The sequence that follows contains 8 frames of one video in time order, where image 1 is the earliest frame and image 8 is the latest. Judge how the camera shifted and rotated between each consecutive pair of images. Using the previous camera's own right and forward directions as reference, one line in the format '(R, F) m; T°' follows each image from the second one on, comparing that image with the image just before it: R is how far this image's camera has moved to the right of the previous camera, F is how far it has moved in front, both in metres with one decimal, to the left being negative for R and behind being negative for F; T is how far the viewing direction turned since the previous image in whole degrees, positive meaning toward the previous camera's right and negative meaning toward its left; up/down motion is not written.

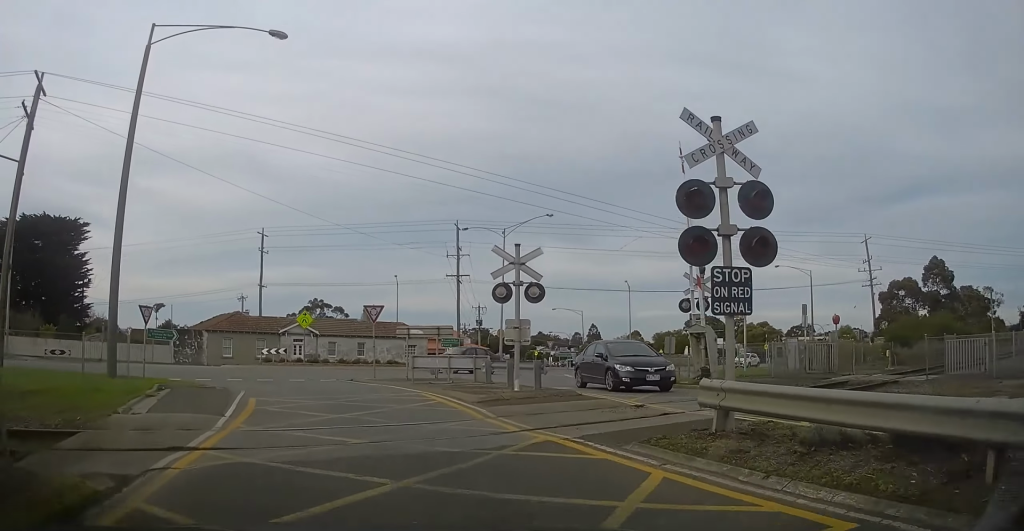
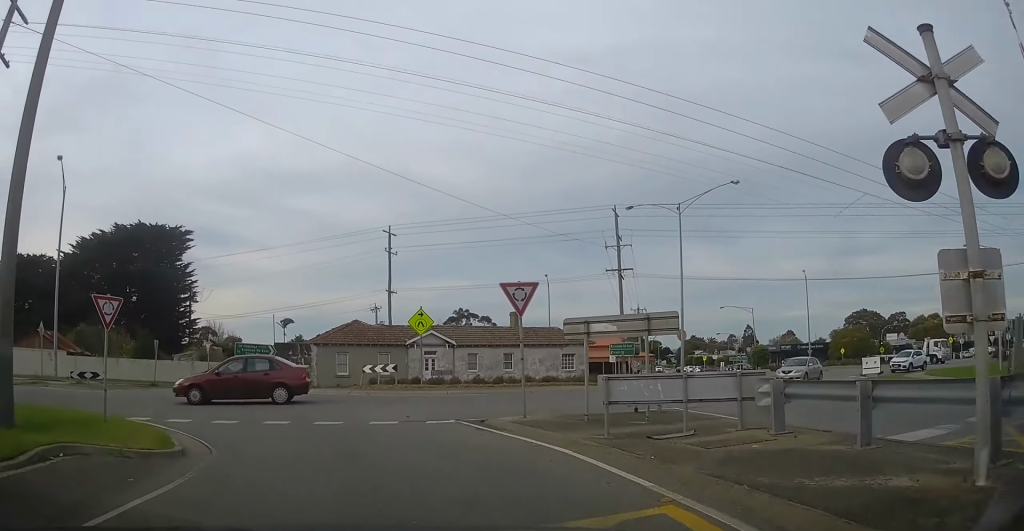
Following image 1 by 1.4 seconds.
(-1.2, +11.2) m; -14°
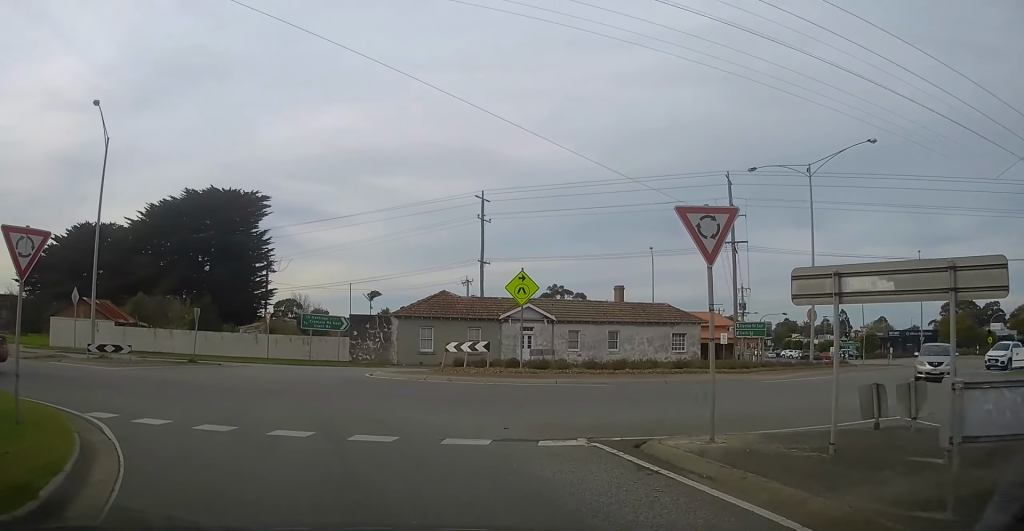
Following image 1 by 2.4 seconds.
(-0.5, +6.0) m; -8°
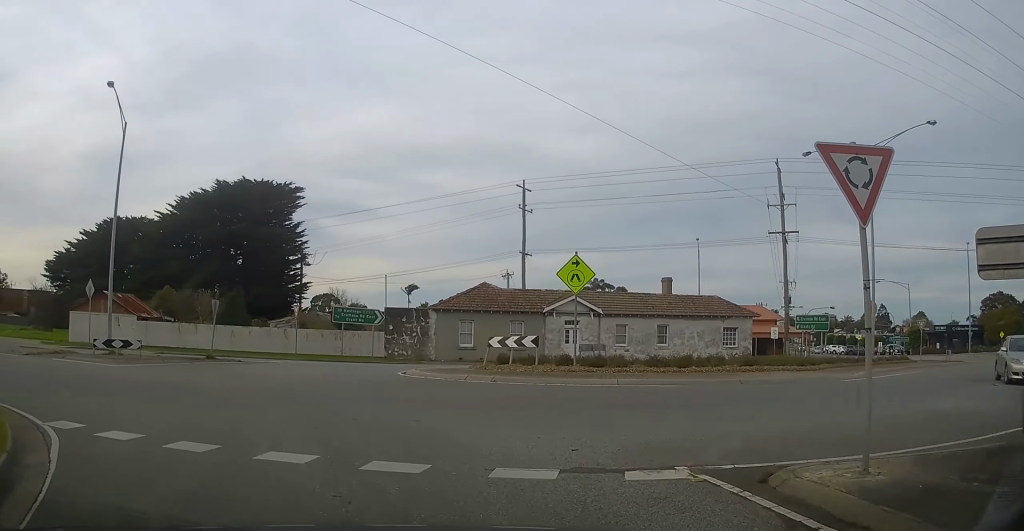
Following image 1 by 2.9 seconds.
(-0.1, +2.4) m; -4°
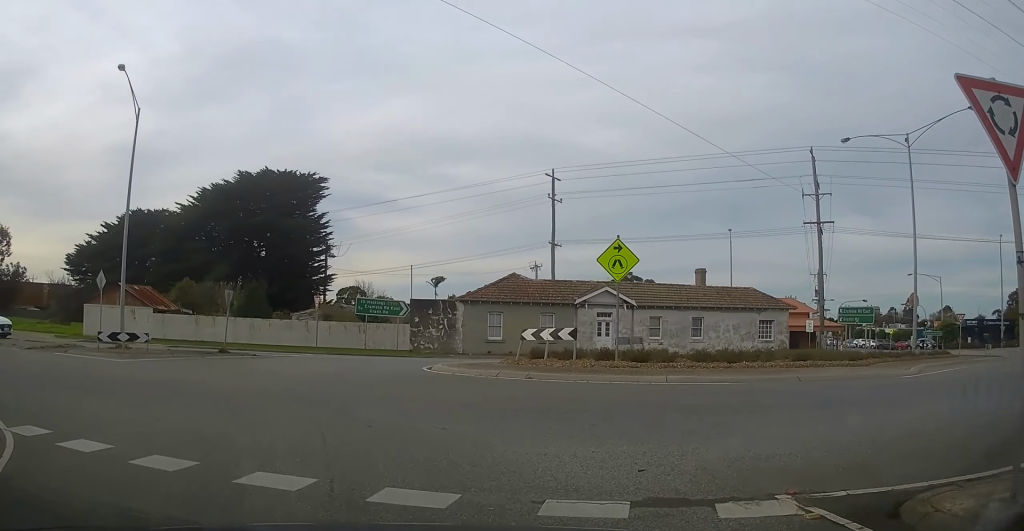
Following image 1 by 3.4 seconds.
(0.0, +1.9) m; -4°
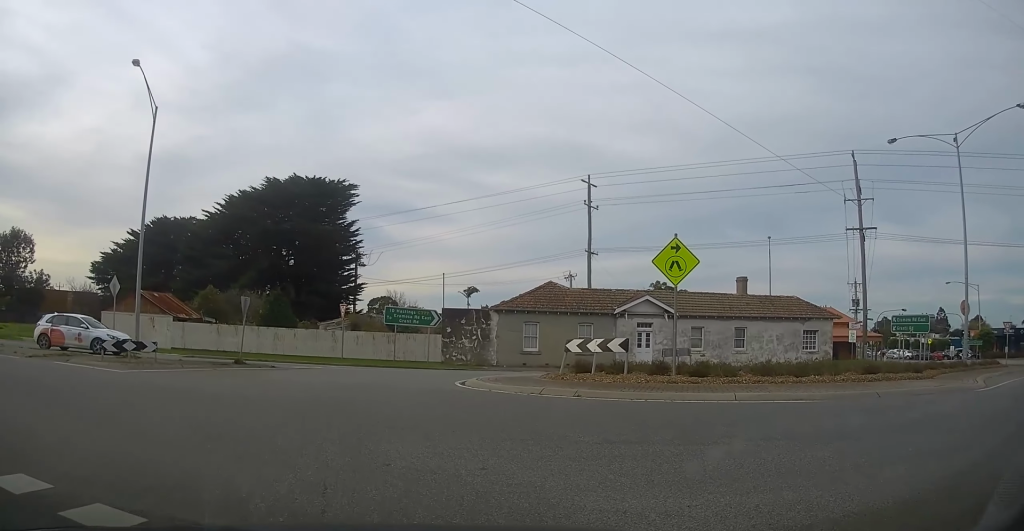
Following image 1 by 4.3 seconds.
(-0.3, +2.3) m; -2°
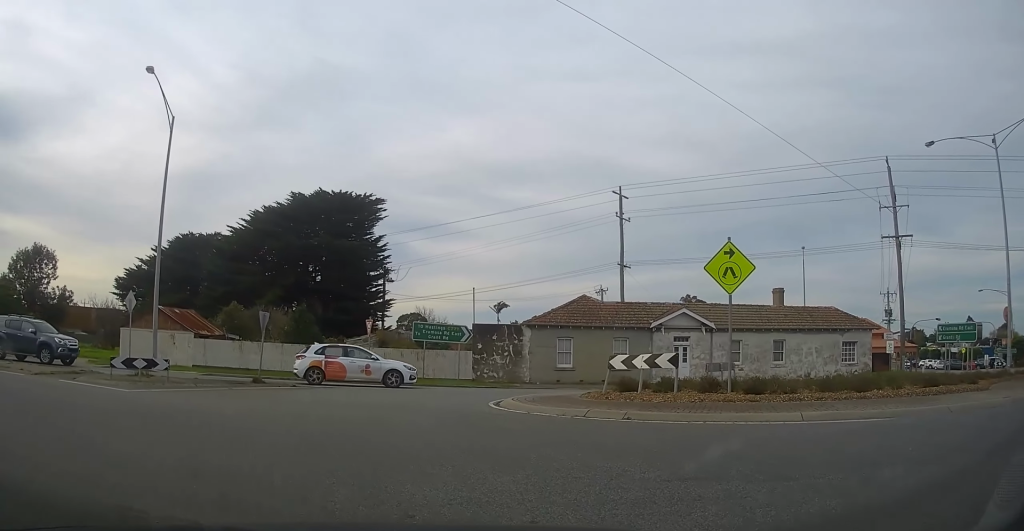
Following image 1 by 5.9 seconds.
(-0.6, +1.6) m; -5°
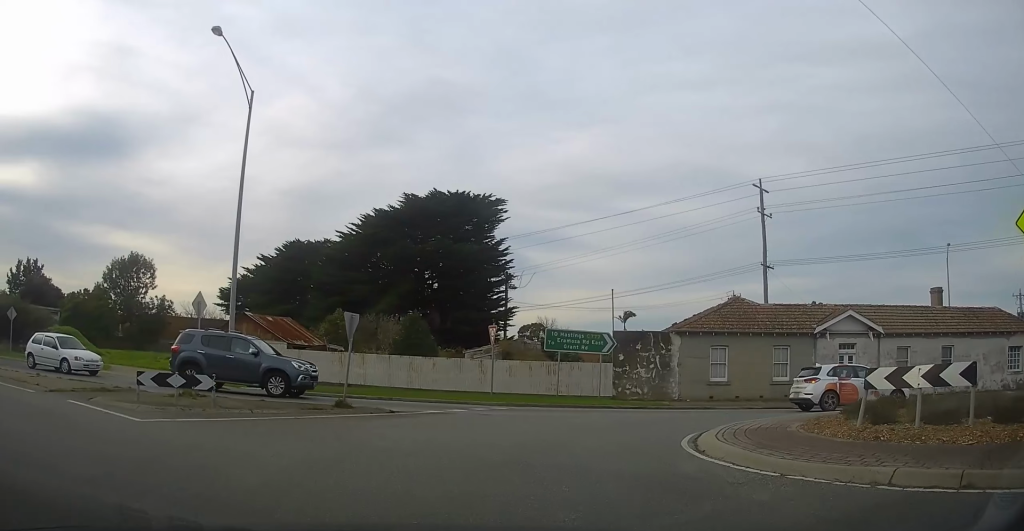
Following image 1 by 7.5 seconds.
(-0.6, +4.2) m; -6°
